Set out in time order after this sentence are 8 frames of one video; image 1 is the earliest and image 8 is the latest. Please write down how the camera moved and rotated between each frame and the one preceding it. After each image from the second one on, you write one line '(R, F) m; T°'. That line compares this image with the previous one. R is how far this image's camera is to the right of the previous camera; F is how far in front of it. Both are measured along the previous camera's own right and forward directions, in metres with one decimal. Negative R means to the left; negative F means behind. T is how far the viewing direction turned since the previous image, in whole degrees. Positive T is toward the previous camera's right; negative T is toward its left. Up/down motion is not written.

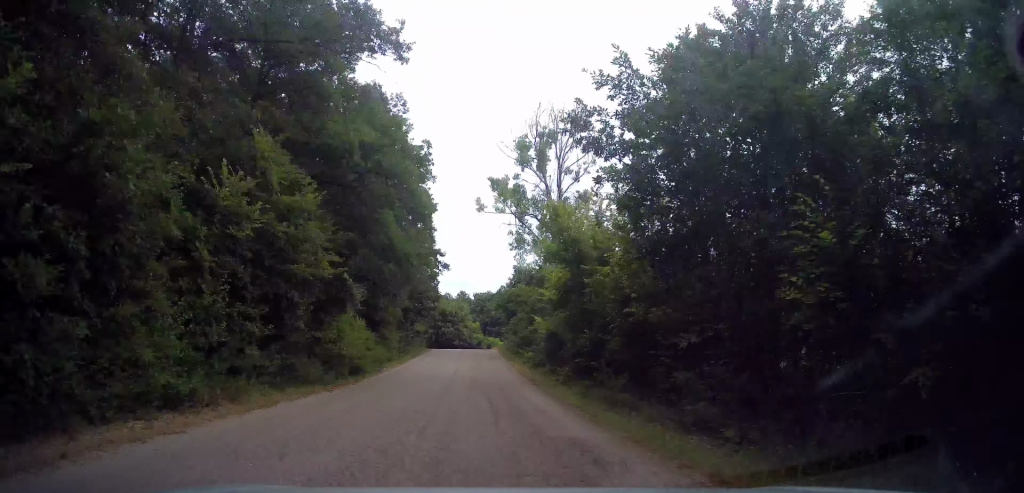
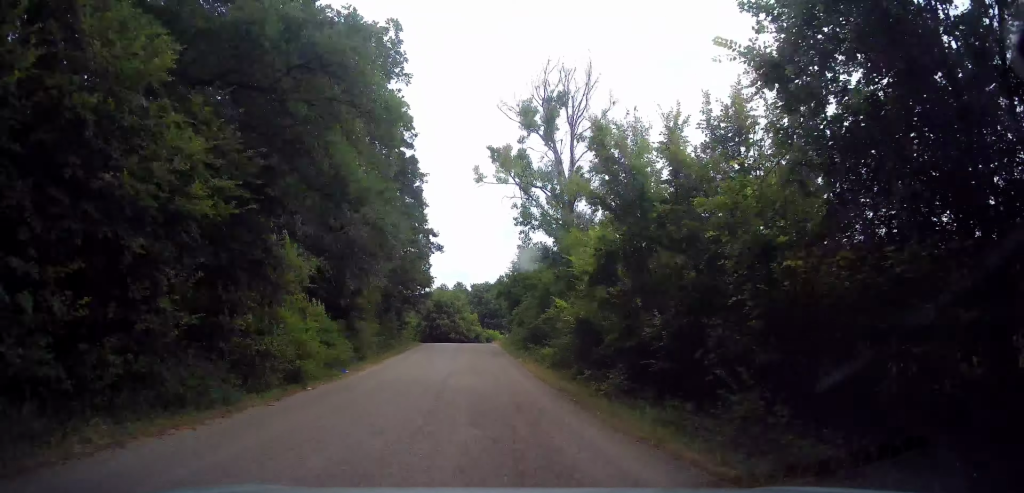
(-0.1, +6.8) m; 0°
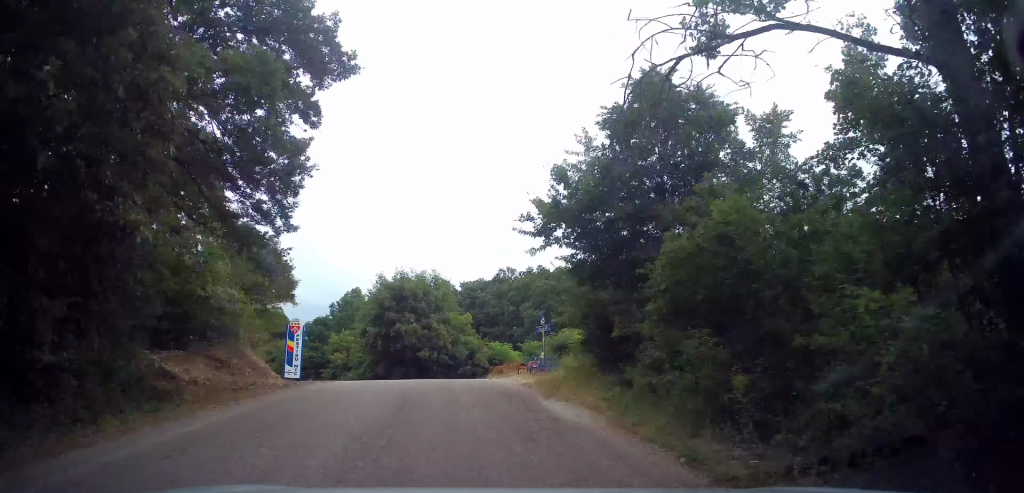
(+0.5, +31.9) m; 0°
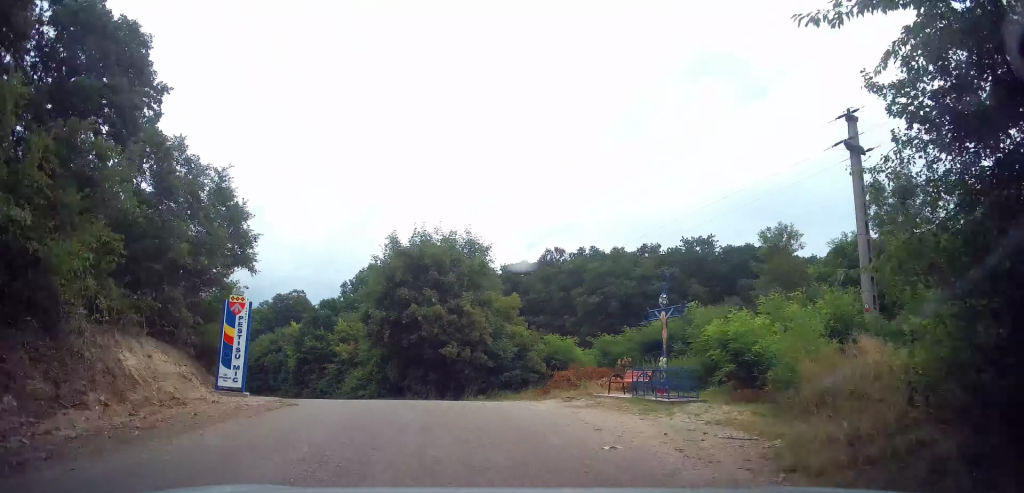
(-0.1, +12.4) m; -5°
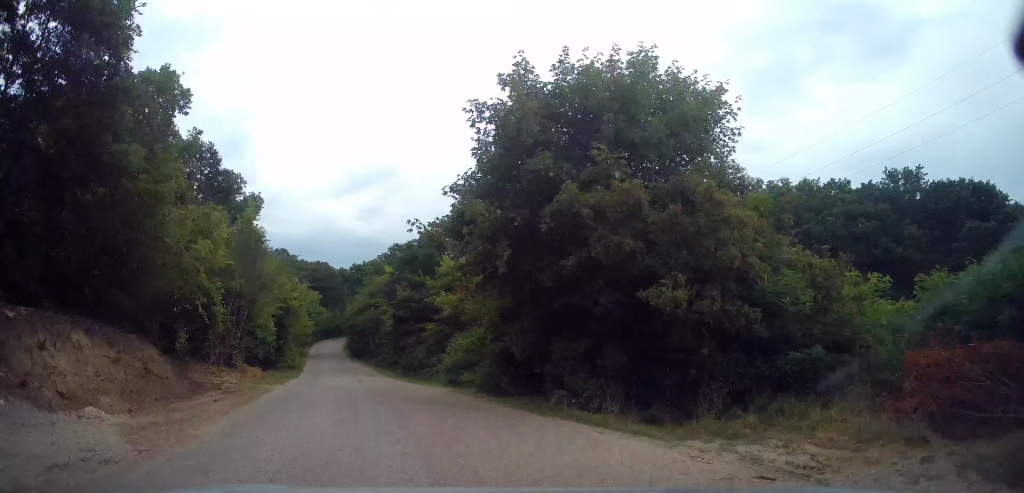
(-1.4, +14.9) m; -14°
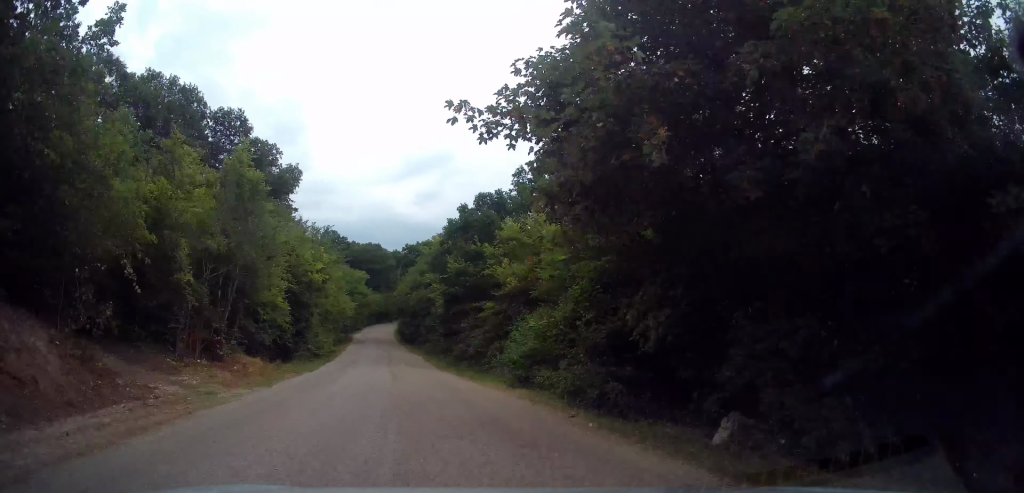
(-0.6, +5.3) m; -4°
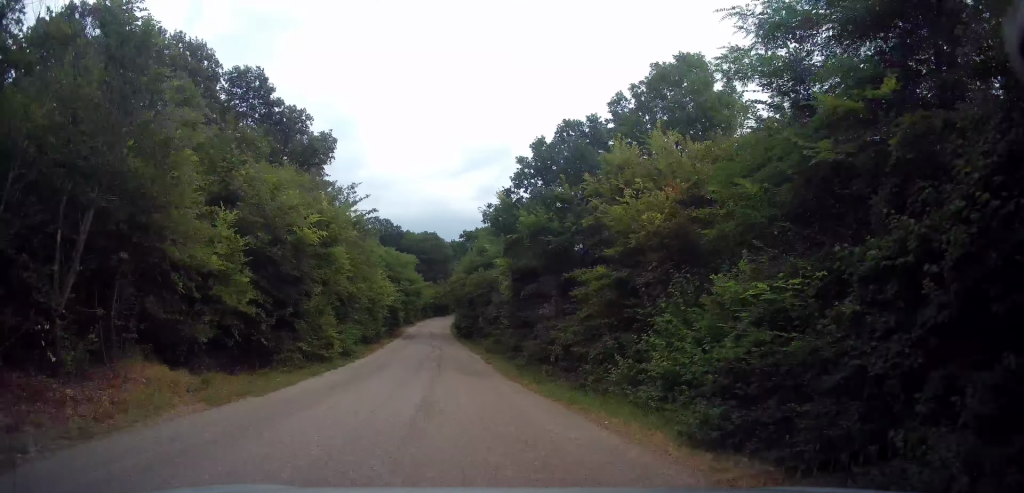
(-0.5, +7.3) m; -5°
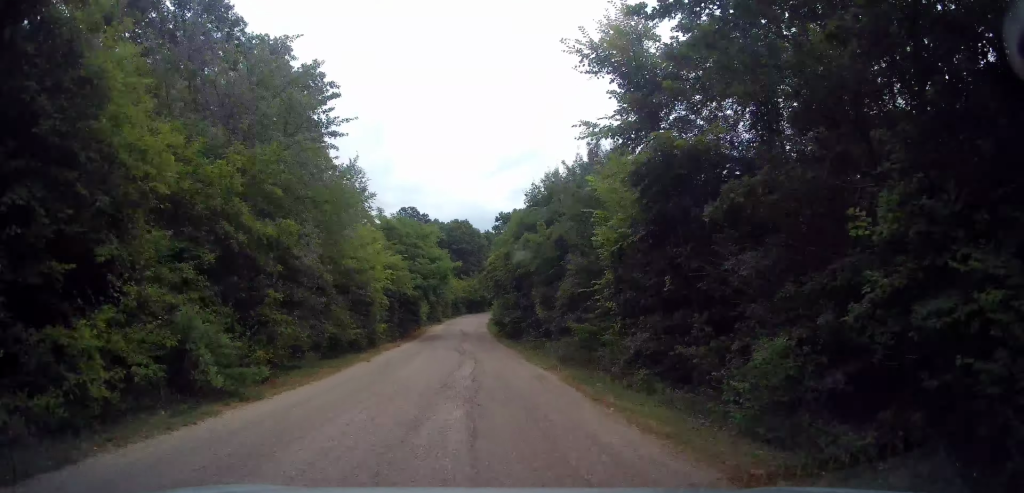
(-0.3, +10.7) m; -3°
